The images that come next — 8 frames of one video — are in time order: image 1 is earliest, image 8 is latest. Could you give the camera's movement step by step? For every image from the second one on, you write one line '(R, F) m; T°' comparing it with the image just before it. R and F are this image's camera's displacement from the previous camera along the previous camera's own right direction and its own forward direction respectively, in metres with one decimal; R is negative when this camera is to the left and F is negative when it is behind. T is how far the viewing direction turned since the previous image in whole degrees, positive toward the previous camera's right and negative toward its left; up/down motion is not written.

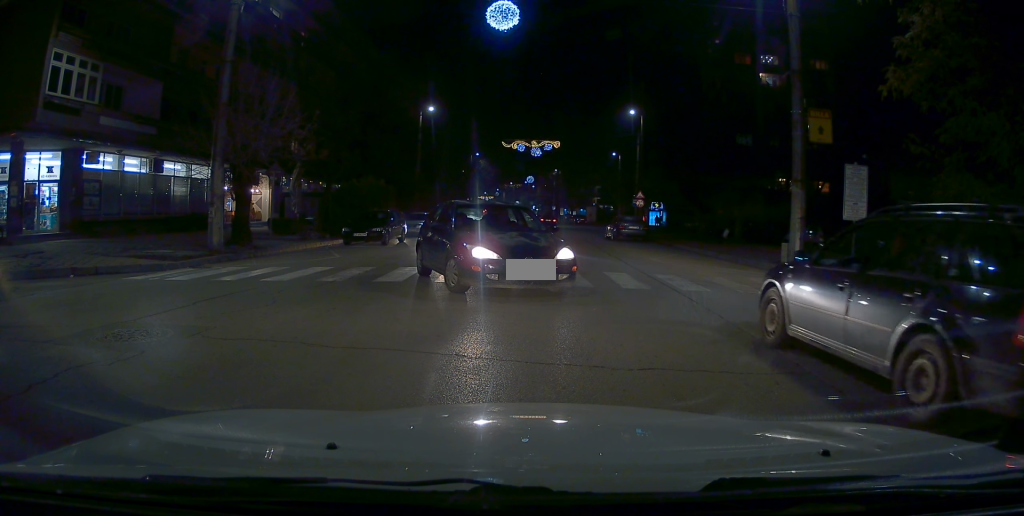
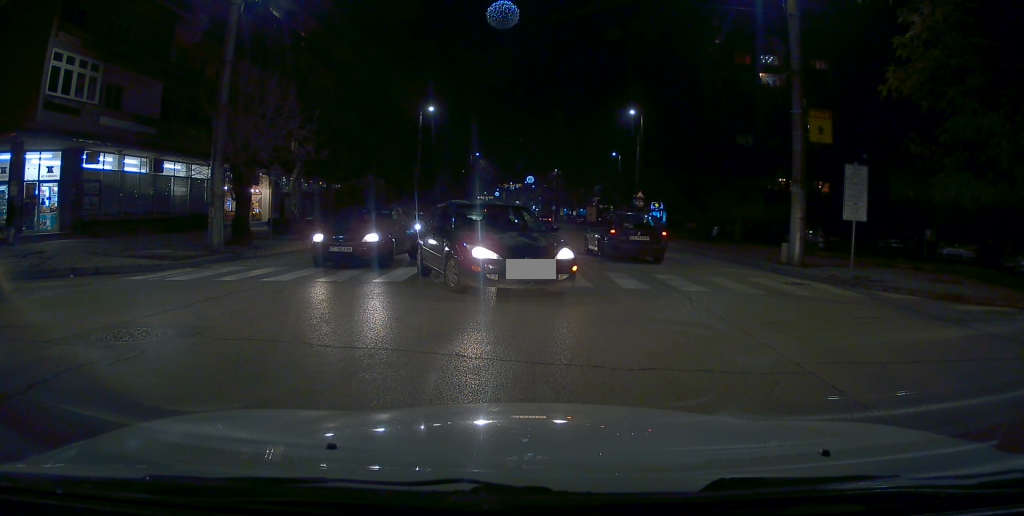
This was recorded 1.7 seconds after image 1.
(0.0, 0.0) m; 0°
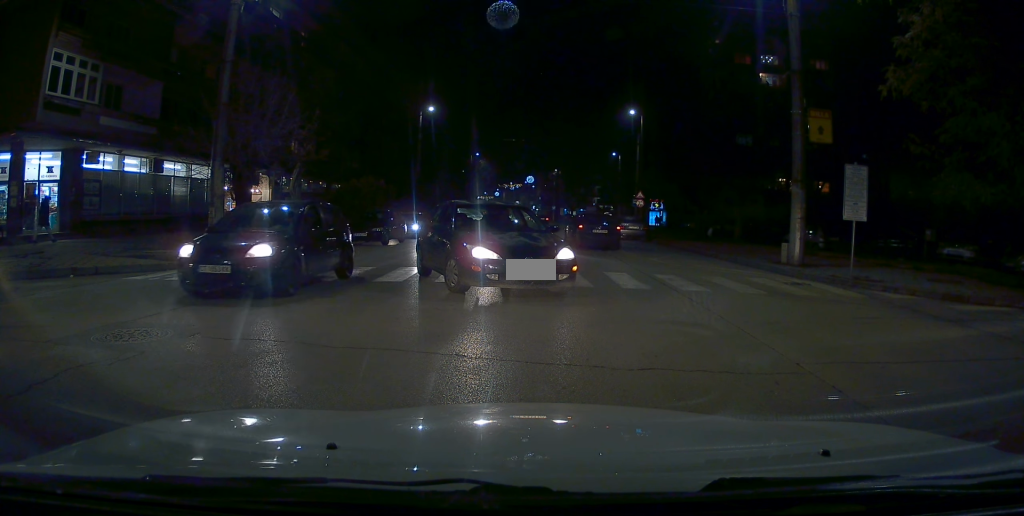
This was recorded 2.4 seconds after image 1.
(0.0, 0.0) m; 0°
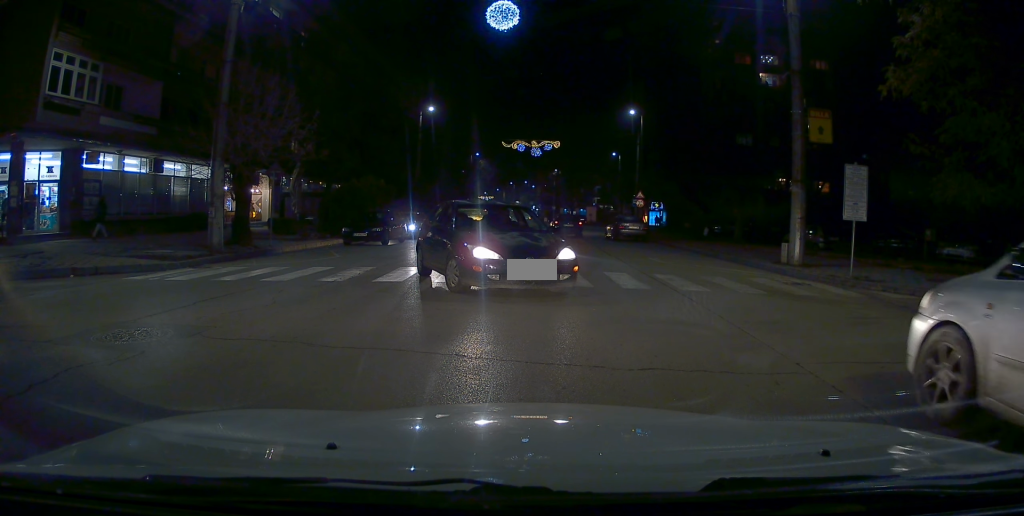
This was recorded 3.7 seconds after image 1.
(0.0, 0.0) m; 0°
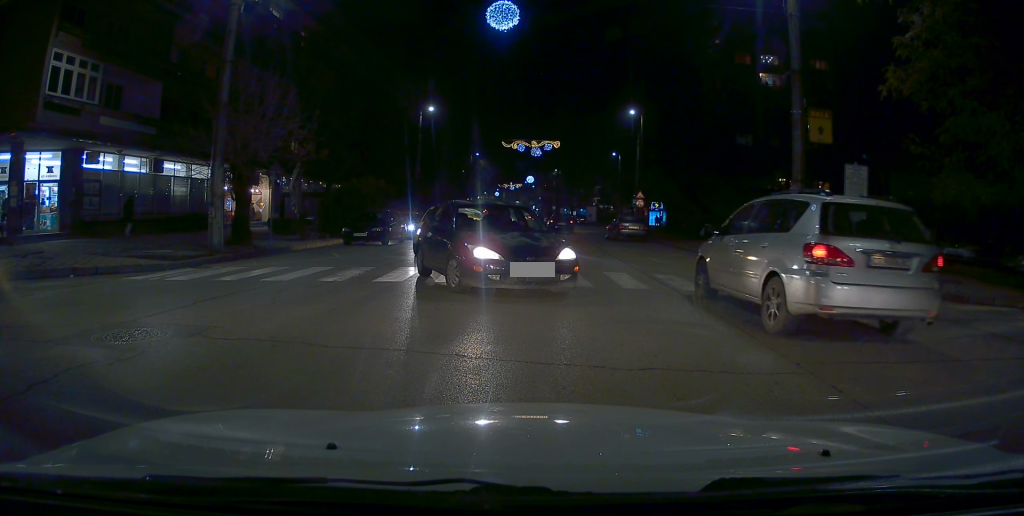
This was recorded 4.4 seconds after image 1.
(0.0, 0.0) m; 0°
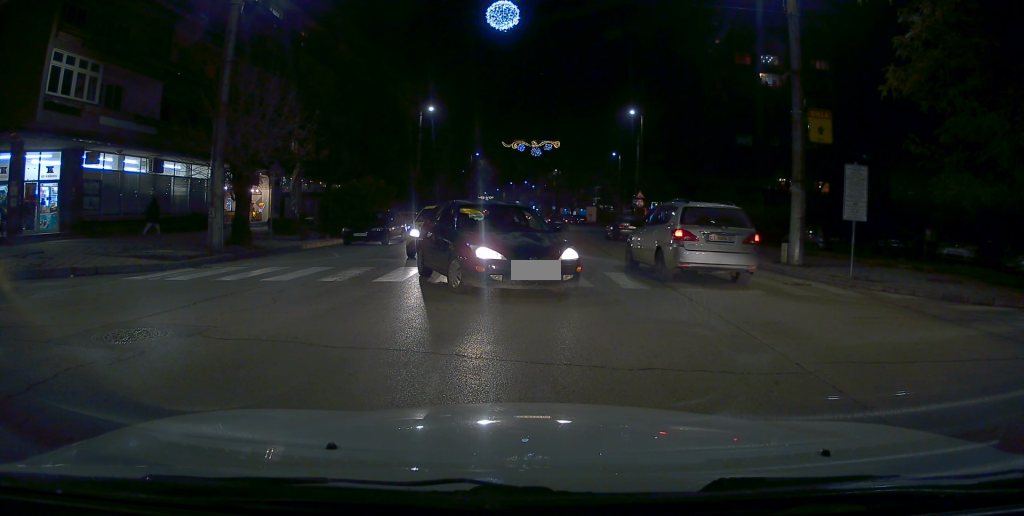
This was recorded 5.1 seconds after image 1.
(0.0, 0.0) m; 0°
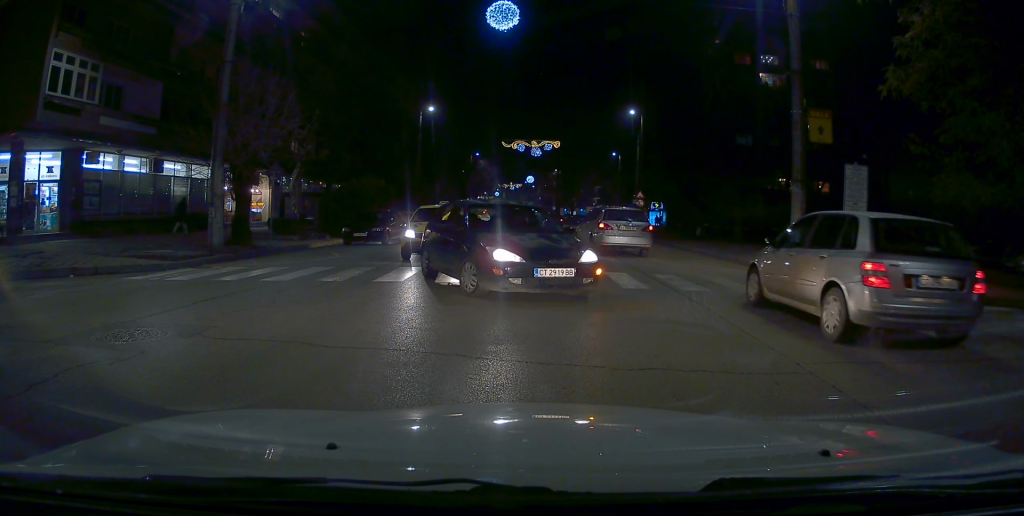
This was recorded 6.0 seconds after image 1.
(0.0, 0.0) m; 0°
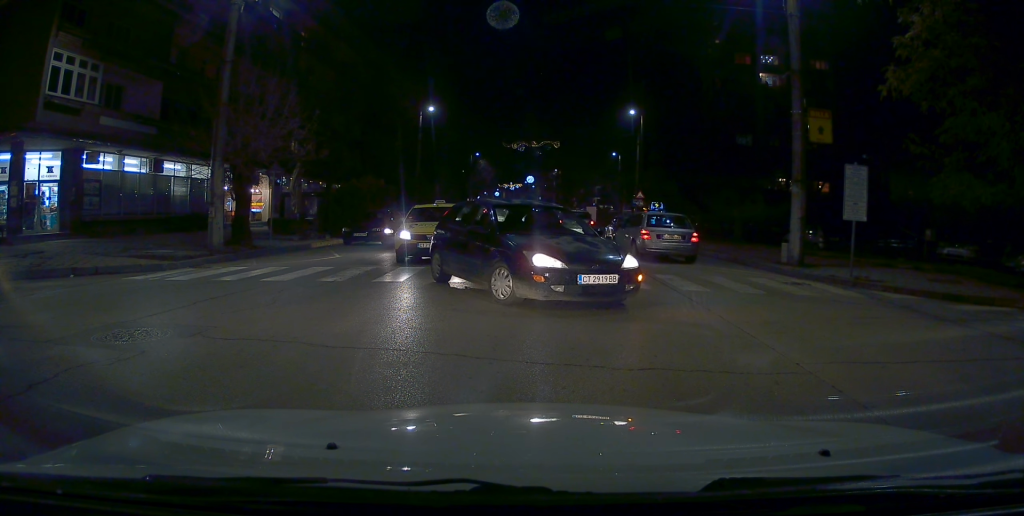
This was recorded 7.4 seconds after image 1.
(0.0, 0.0) m; 0°
